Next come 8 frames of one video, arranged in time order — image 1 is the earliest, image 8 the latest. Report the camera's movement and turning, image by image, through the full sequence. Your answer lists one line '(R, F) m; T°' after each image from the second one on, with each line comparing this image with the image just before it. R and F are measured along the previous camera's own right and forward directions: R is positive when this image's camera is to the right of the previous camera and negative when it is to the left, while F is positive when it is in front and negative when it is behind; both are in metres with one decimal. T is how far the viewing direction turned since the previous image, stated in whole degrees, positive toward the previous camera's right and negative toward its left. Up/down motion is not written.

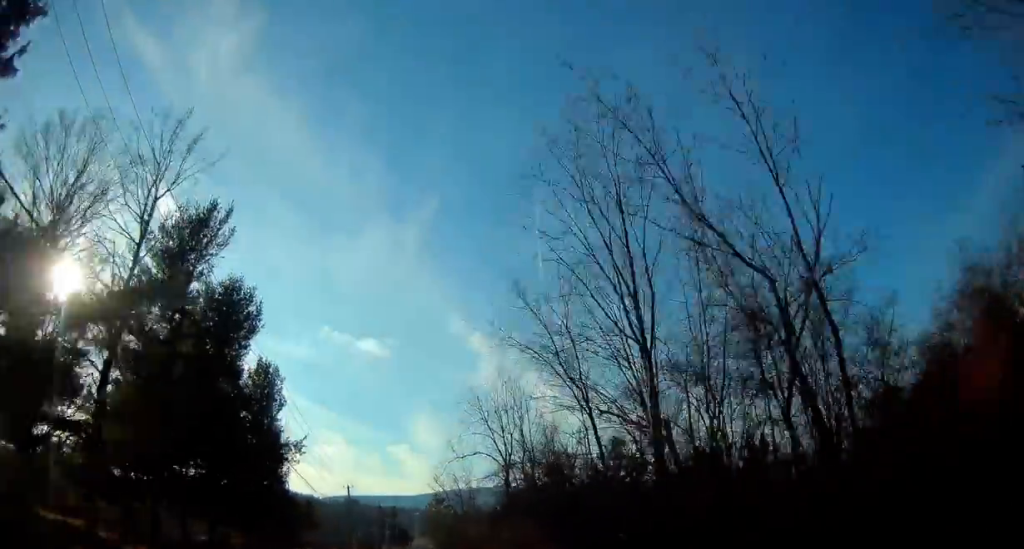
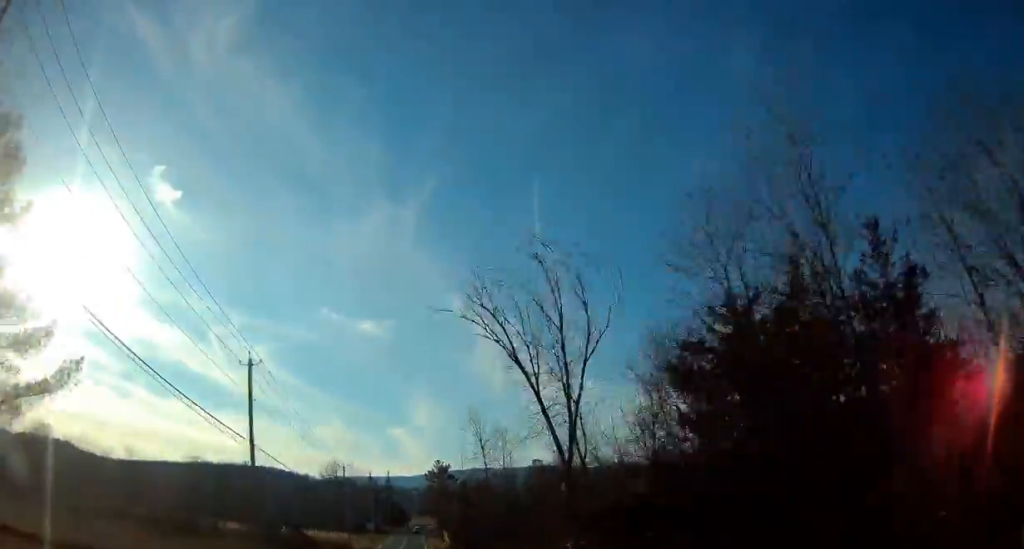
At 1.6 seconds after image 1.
(-0.2, +41.3) m; -1°
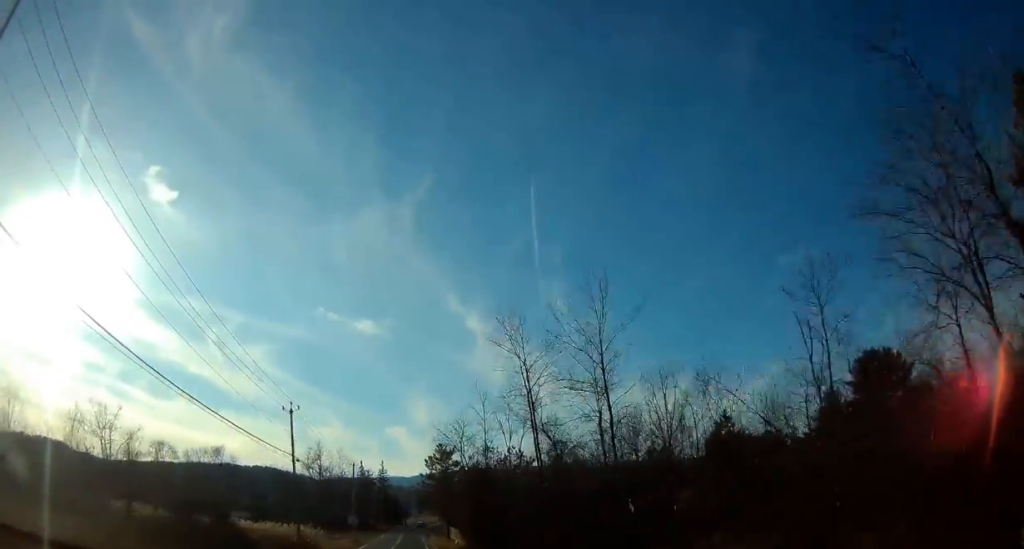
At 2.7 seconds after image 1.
(0.0, +27.9) m; 0°
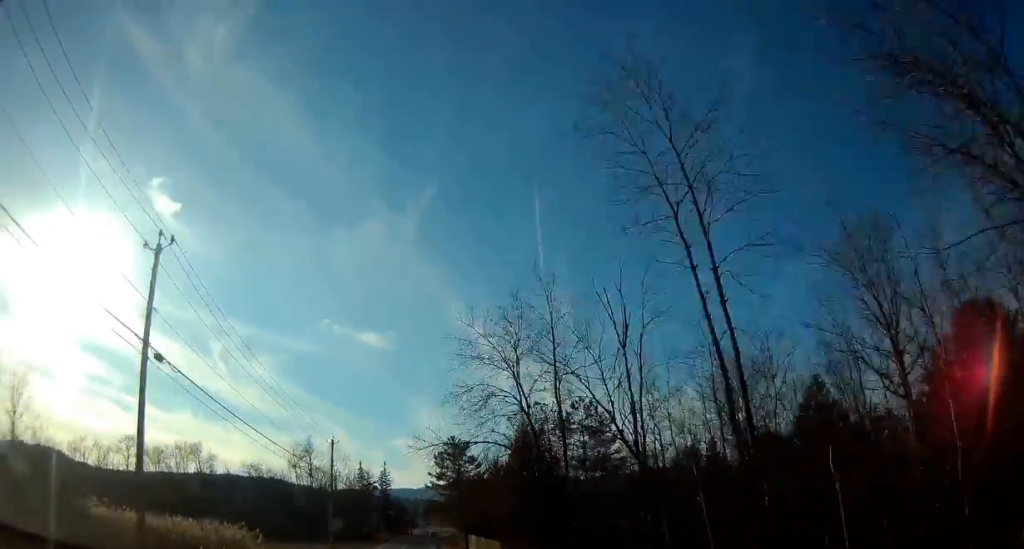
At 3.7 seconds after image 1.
(+0.1, +23.8) m; 0°
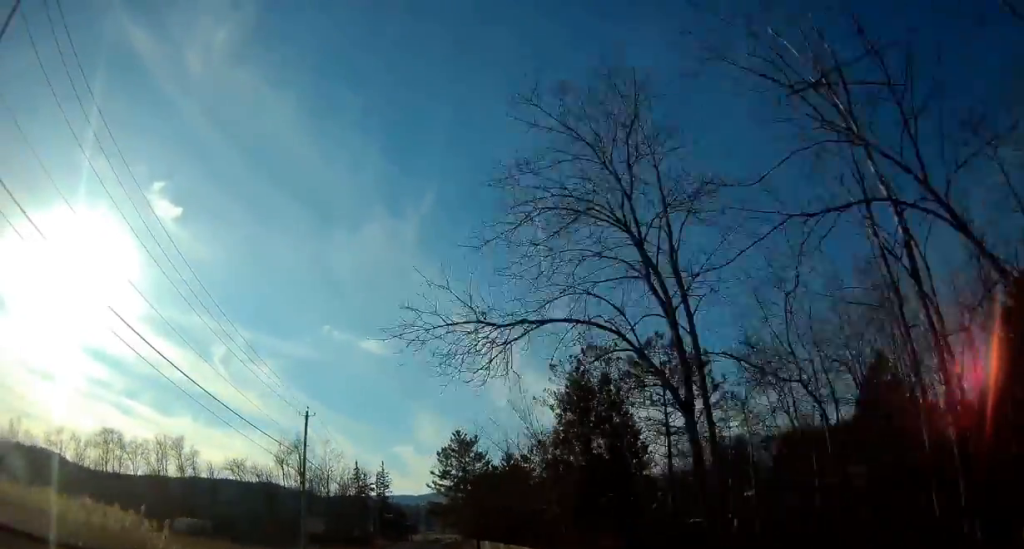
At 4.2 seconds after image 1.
(0.0, +12.8) m; 0°
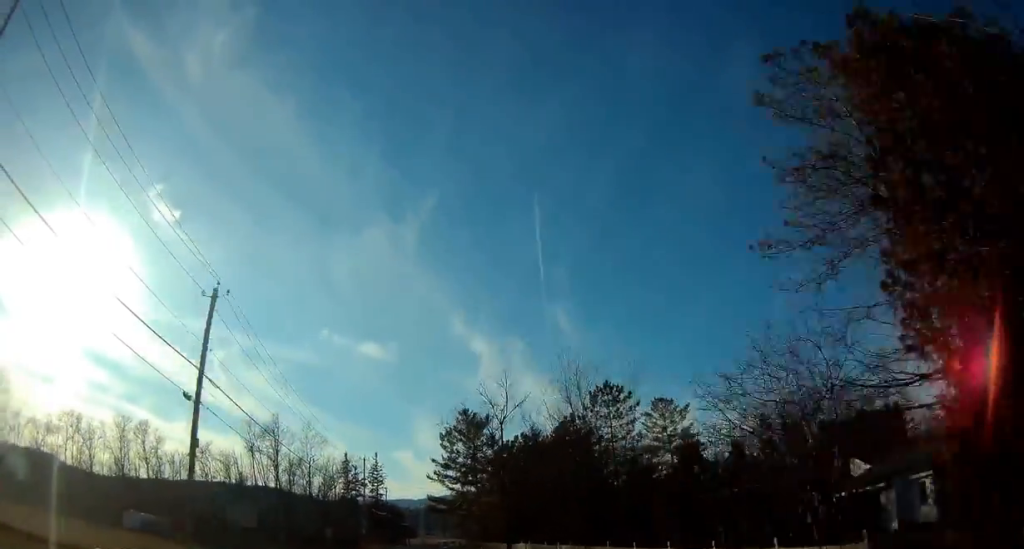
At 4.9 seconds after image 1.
(0.0, +19.7) m; 0°
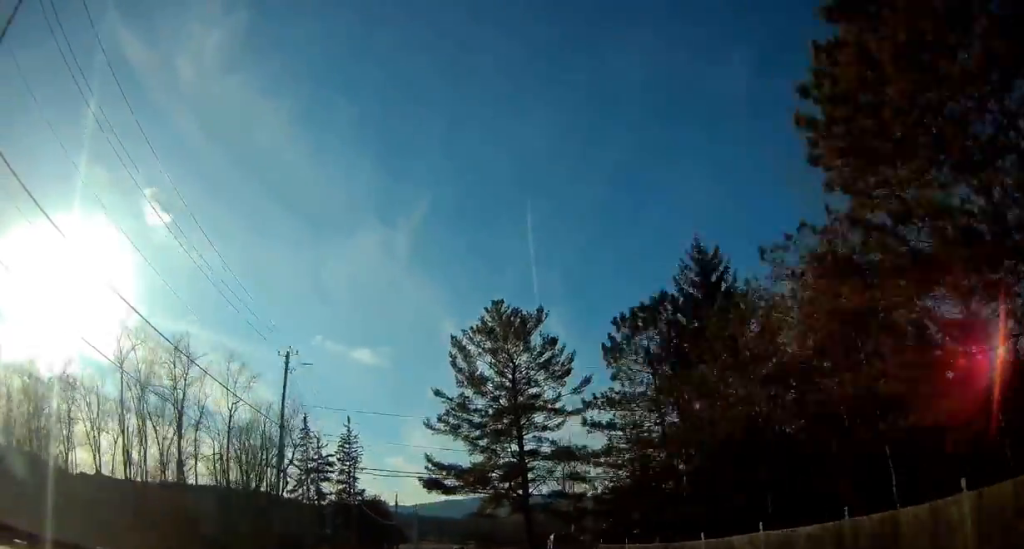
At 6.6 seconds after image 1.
(0.0, +41.8) m; +1°
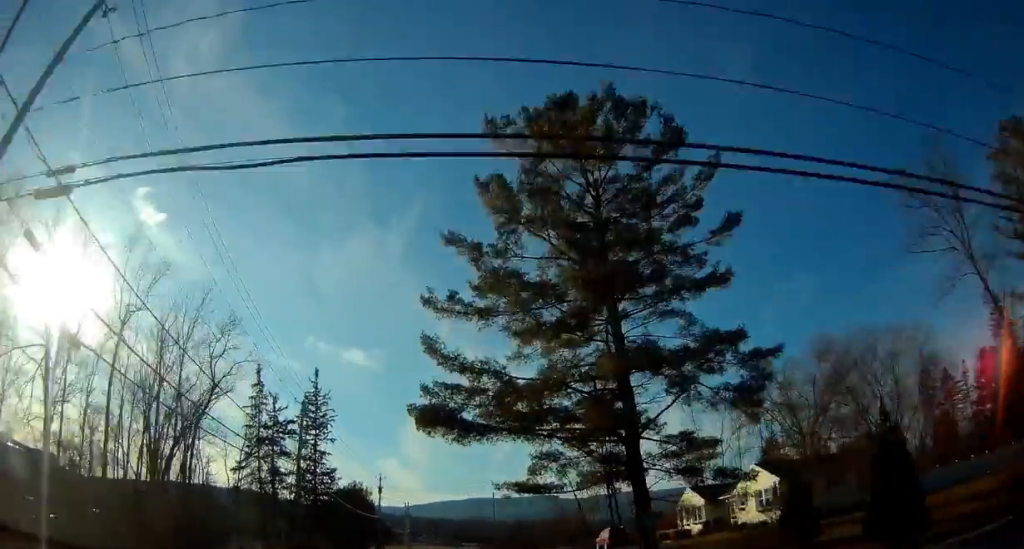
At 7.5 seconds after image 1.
(+0.4, +24.3) m; +1°
